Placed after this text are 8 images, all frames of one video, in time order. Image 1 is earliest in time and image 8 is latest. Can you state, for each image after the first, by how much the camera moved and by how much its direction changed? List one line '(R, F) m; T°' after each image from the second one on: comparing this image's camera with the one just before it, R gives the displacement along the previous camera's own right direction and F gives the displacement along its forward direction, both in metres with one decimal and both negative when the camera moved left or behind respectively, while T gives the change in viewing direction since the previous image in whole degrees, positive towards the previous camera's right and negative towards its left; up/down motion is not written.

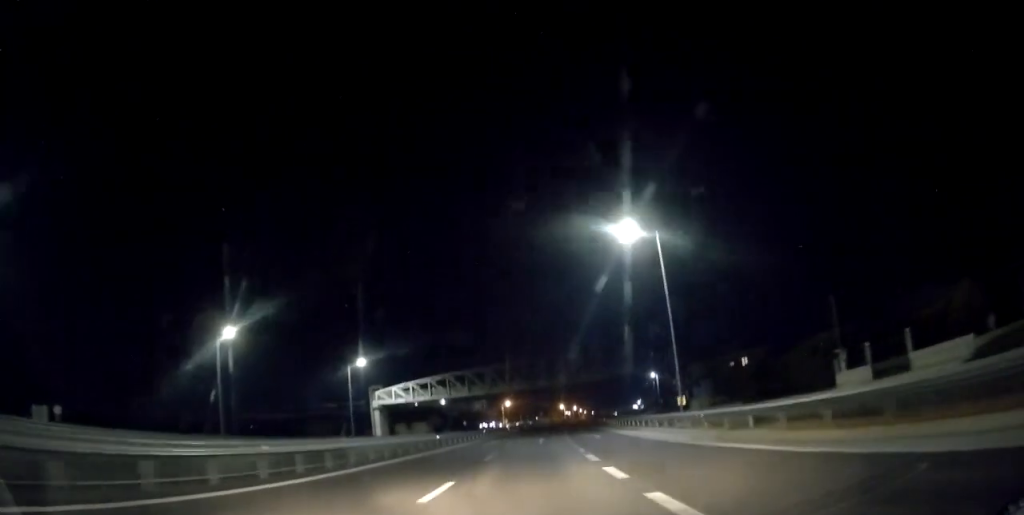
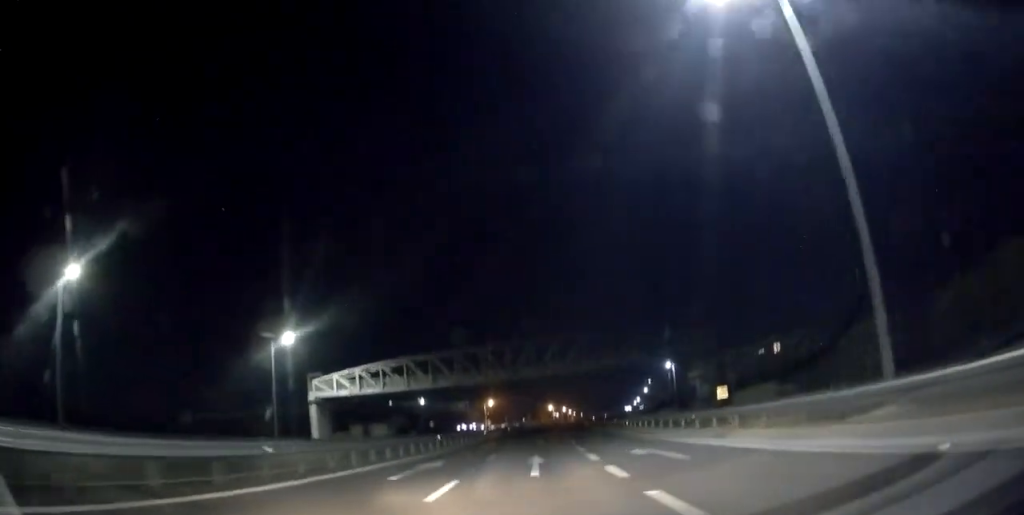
(+0.3, +22.4) m; +1°
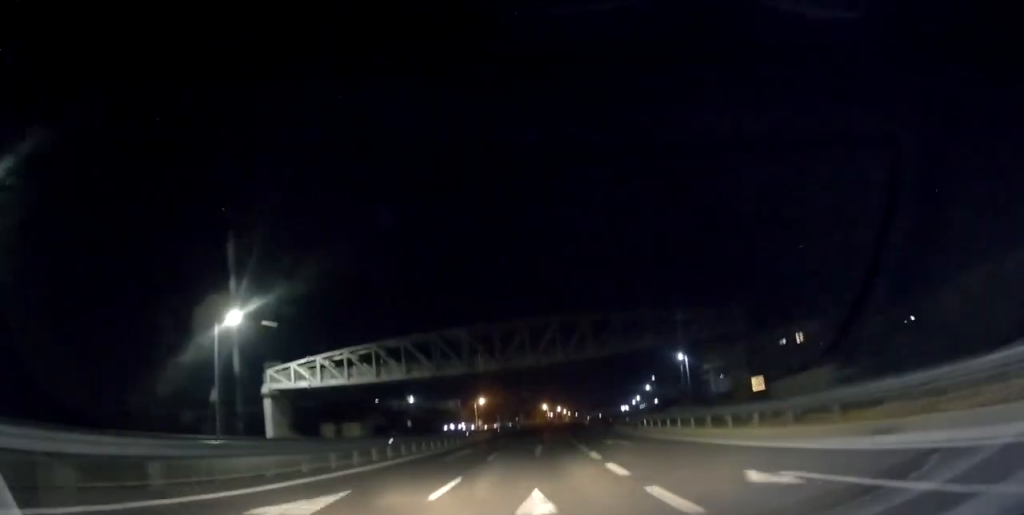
(0.0, +11.1) m; +1°
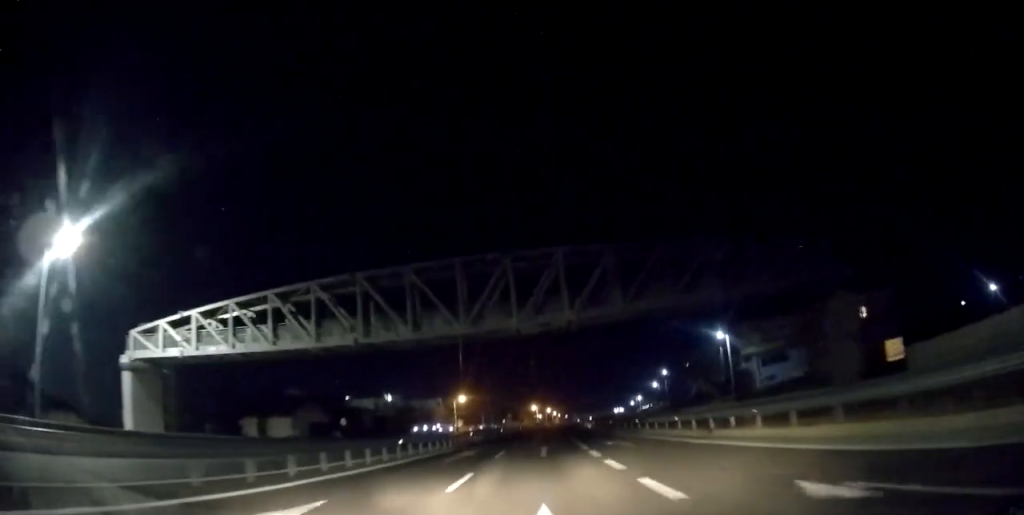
(0.0, +21.8) m; +1°
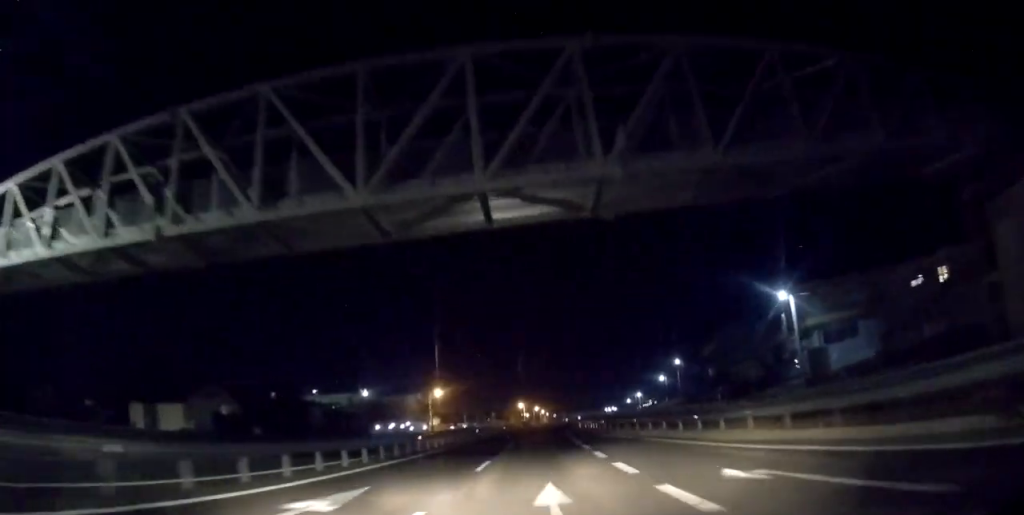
(+0.4, +18.5) m; +1°
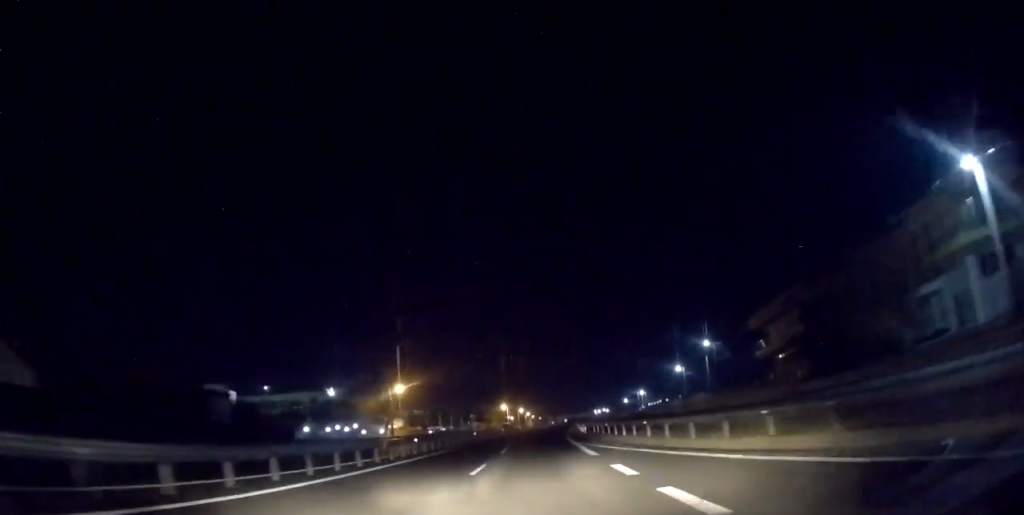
(+0.1, +23.0) m; +1°
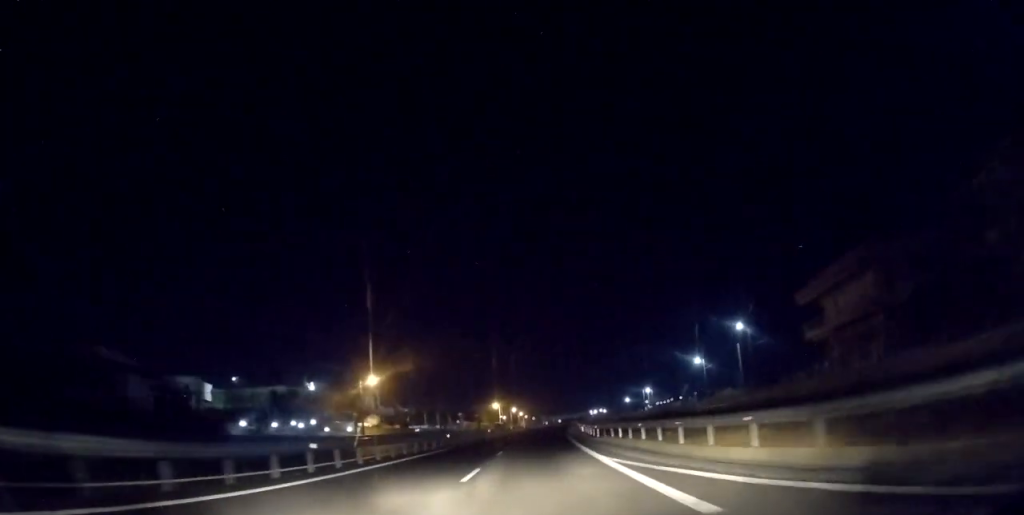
(0.0, +13.5) m; +1°
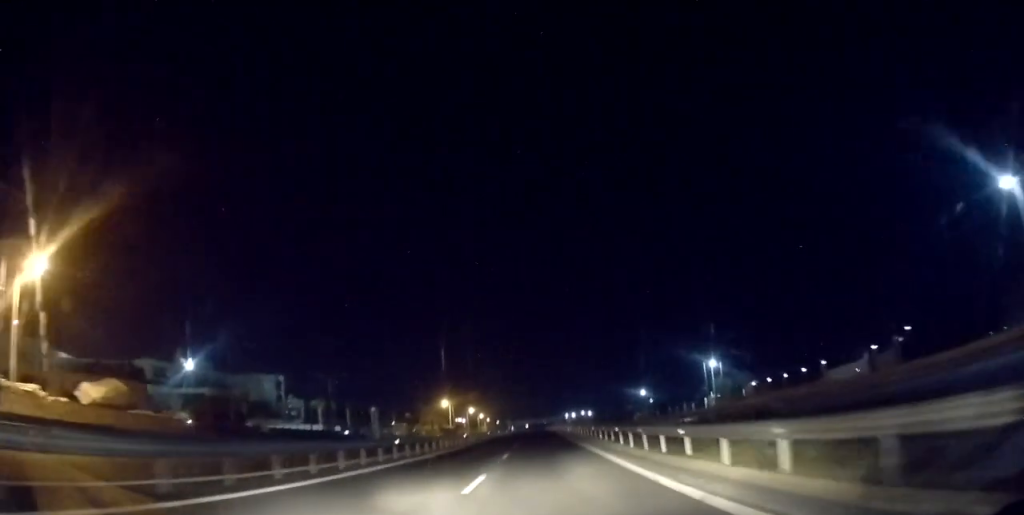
(+1.9, +59.0) m; +3°
